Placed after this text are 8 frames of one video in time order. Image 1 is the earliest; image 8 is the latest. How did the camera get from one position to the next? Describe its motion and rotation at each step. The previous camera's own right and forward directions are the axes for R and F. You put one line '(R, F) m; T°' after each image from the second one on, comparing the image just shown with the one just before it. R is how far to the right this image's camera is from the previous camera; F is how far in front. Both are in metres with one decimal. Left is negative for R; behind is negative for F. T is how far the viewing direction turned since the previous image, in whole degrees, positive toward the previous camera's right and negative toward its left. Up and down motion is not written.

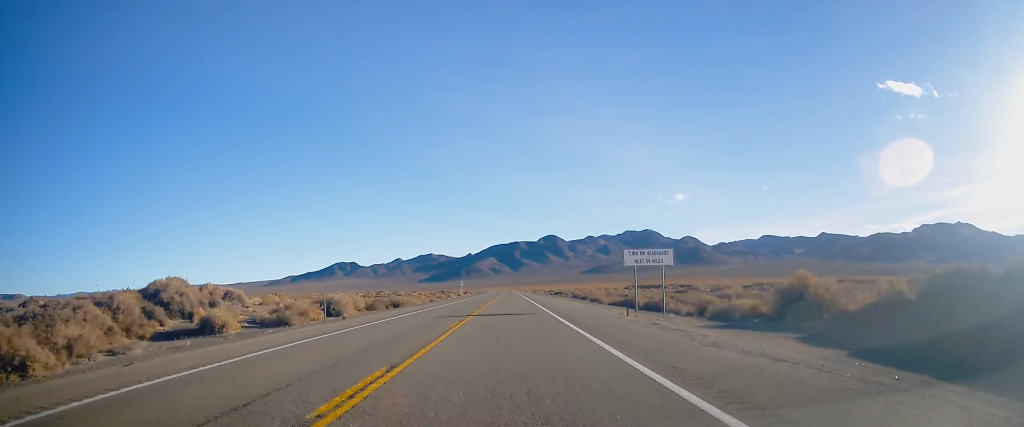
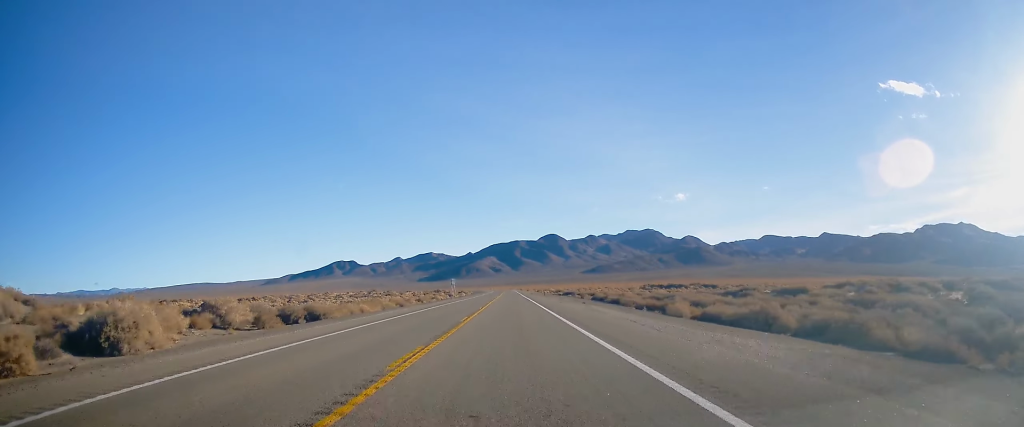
(+0.5, +33.3) m; 0°
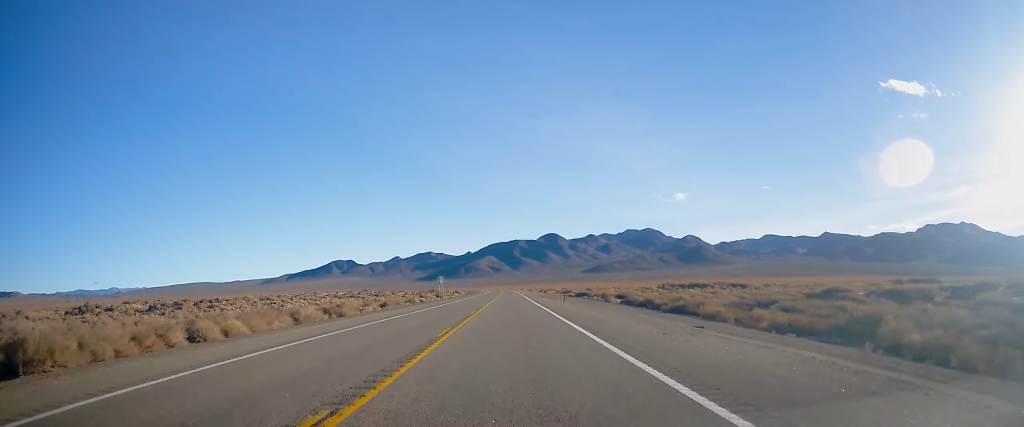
(-0.3, +31.1) m; -1°
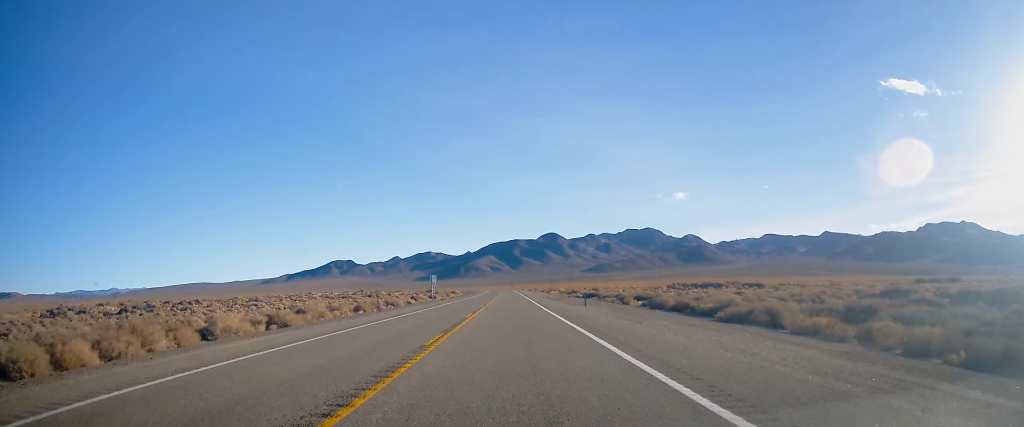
(0.0, +14.4) m; 0°
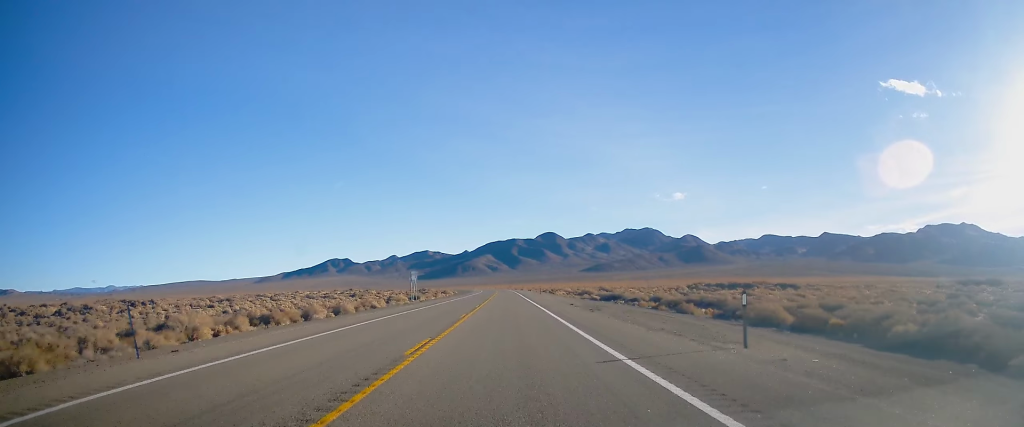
(0.0, +26.5) m; 0°
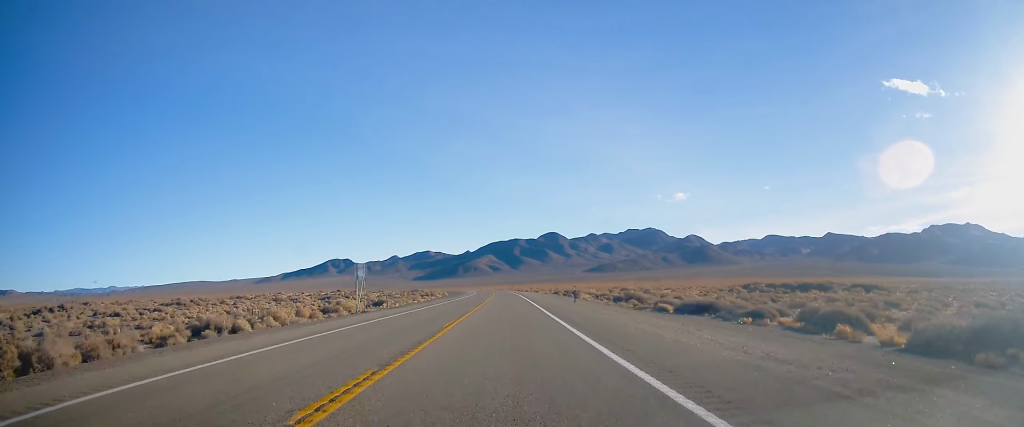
(-0.1, +41.8) m; +1°
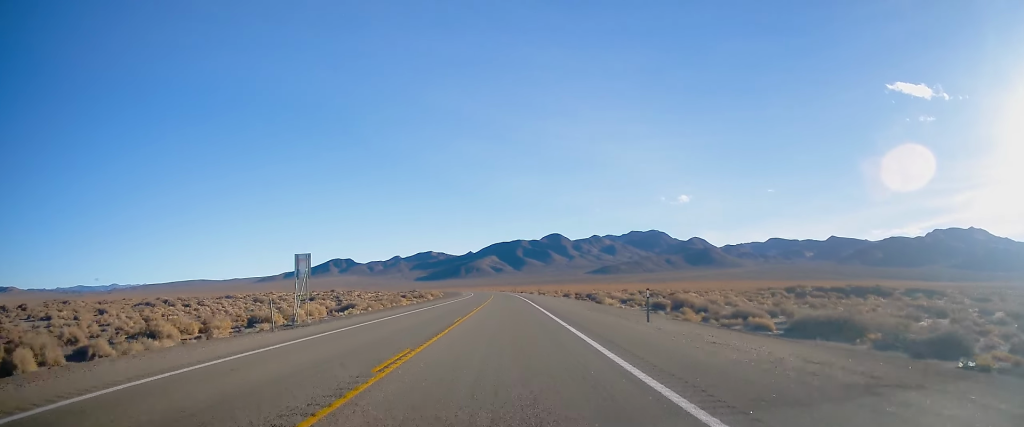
(+0.4, +21.4) m; 0°
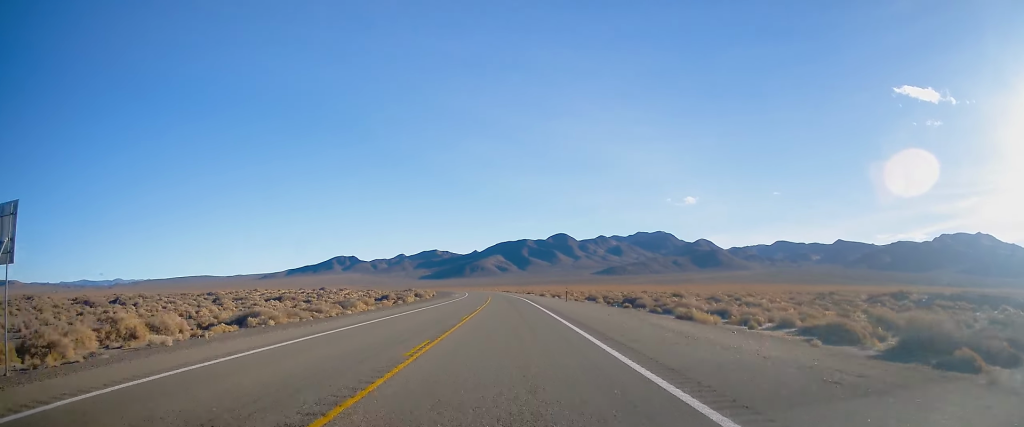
(-0.5, +34.5) m; -1°
